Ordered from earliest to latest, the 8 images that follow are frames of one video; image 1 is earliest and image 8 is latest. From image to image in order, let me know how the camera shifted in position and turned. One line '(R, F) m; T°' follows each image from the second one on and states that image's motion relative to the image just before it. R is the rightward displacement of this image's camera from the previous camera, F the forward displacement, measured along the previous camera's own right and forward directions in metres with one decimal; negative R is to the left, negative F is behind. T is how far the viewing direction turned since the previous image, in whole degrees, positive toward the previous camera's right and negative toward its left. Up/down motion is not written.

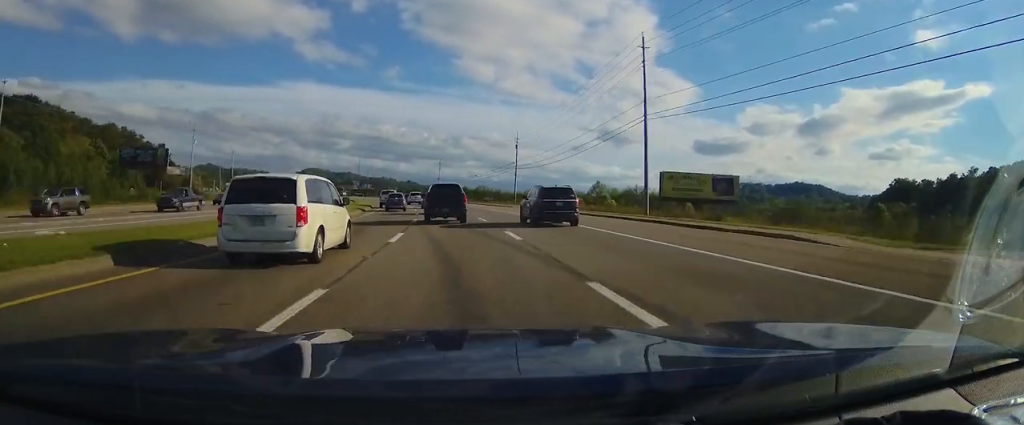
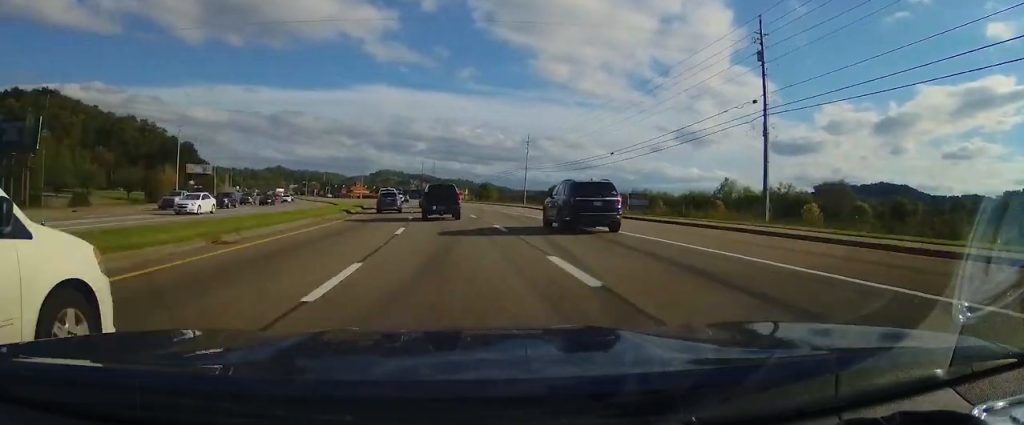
(-4.6, +73.0) m; -9°
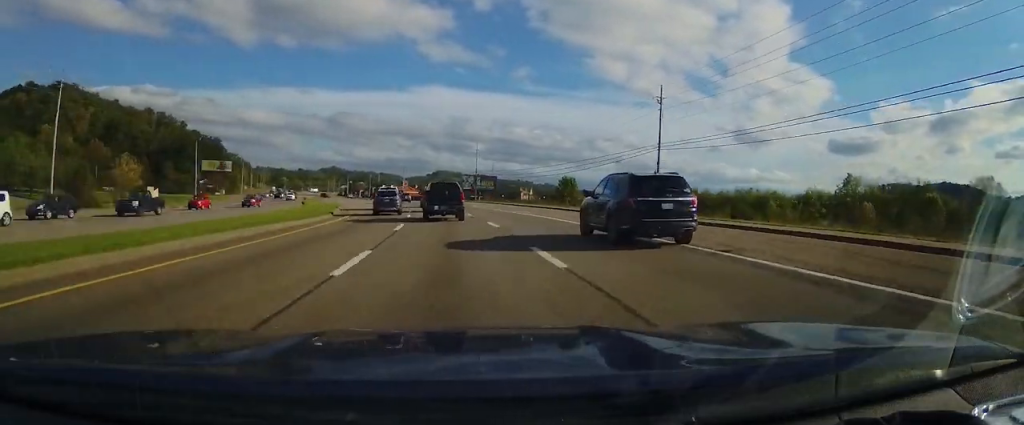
(-3.9, +47.2) m; -5°
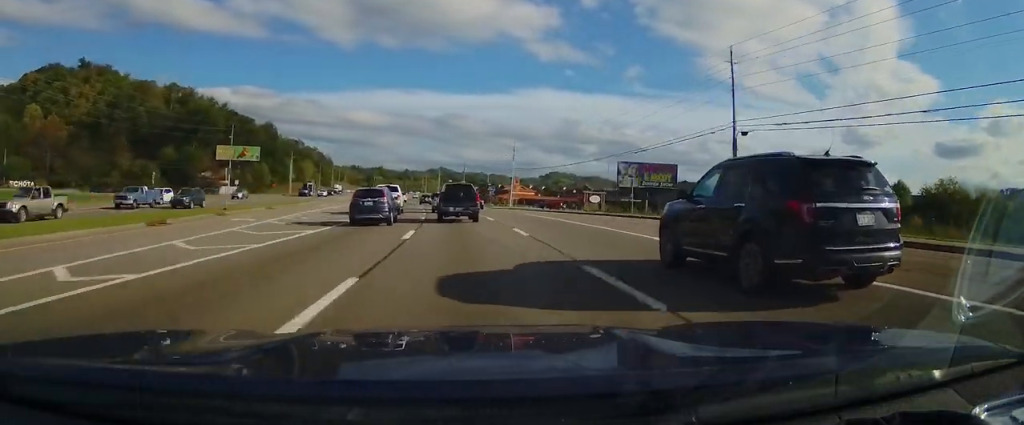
(-8.3, +93.4) m; -8°
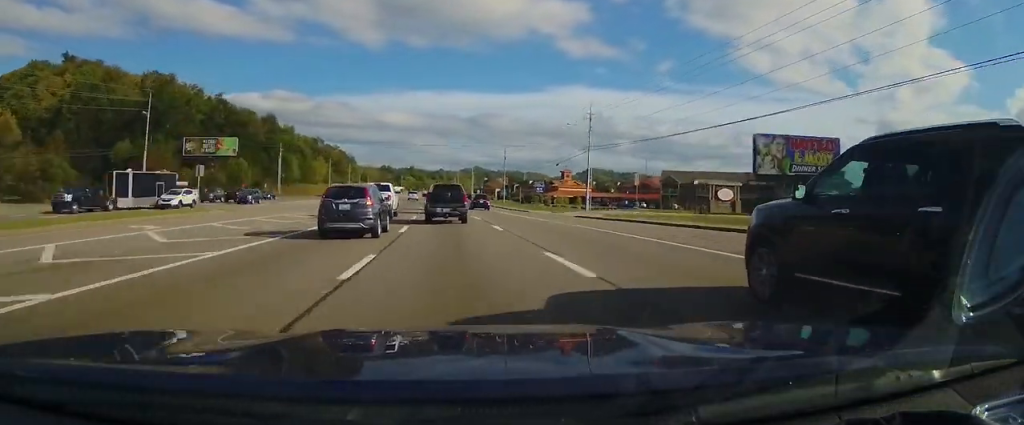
(-1.5, +46.2) m; -3°
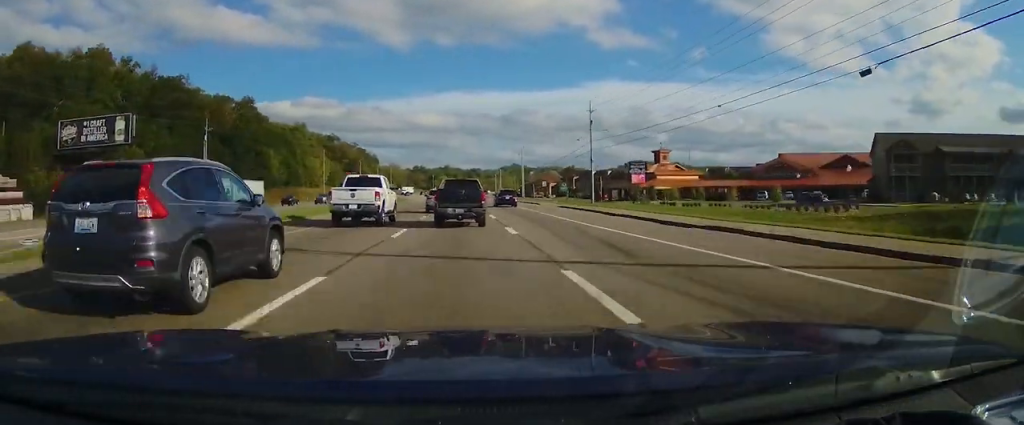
(-2.2, +63.5) m; -2°
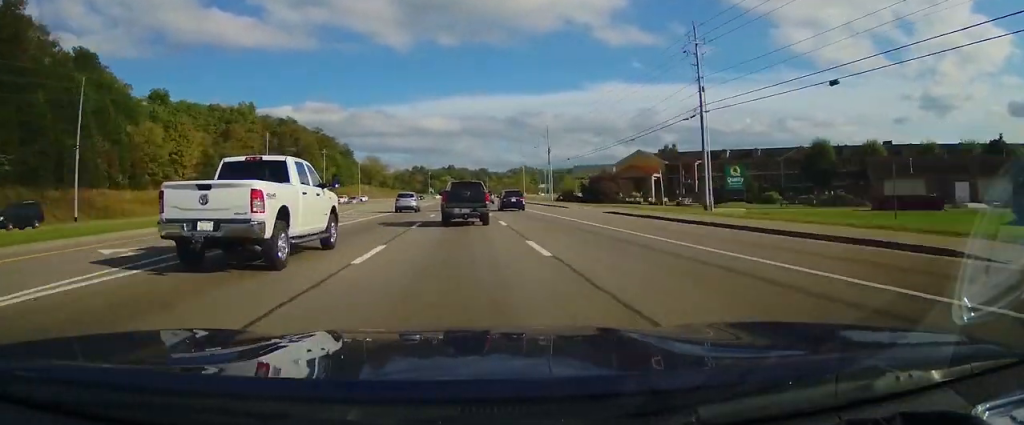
(-2.1, +117.9) m; 0°
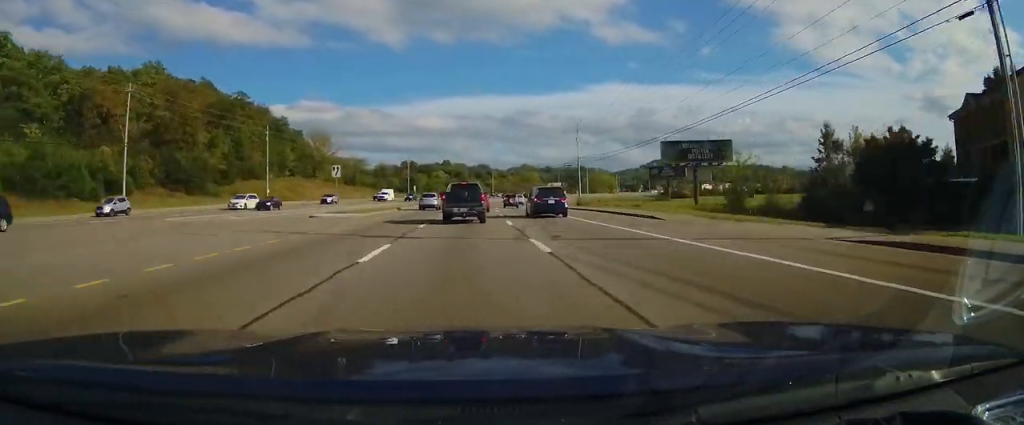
(+1.9, +93.8) m; +5°
